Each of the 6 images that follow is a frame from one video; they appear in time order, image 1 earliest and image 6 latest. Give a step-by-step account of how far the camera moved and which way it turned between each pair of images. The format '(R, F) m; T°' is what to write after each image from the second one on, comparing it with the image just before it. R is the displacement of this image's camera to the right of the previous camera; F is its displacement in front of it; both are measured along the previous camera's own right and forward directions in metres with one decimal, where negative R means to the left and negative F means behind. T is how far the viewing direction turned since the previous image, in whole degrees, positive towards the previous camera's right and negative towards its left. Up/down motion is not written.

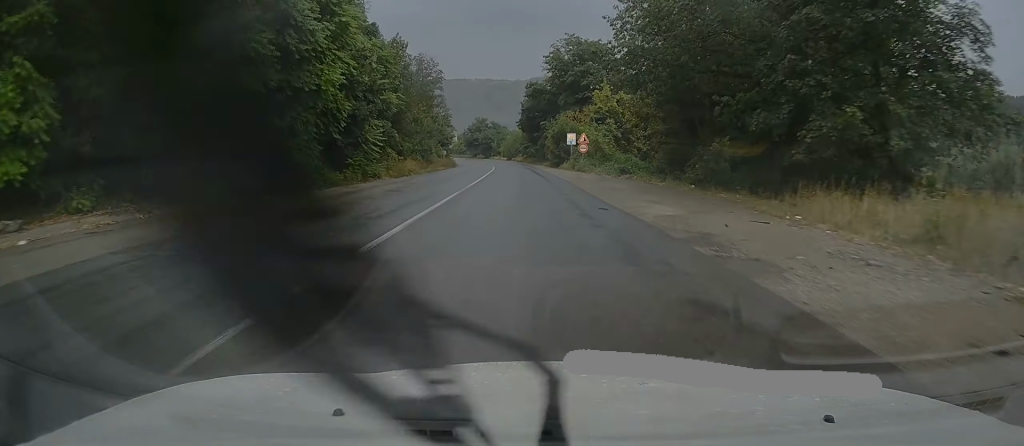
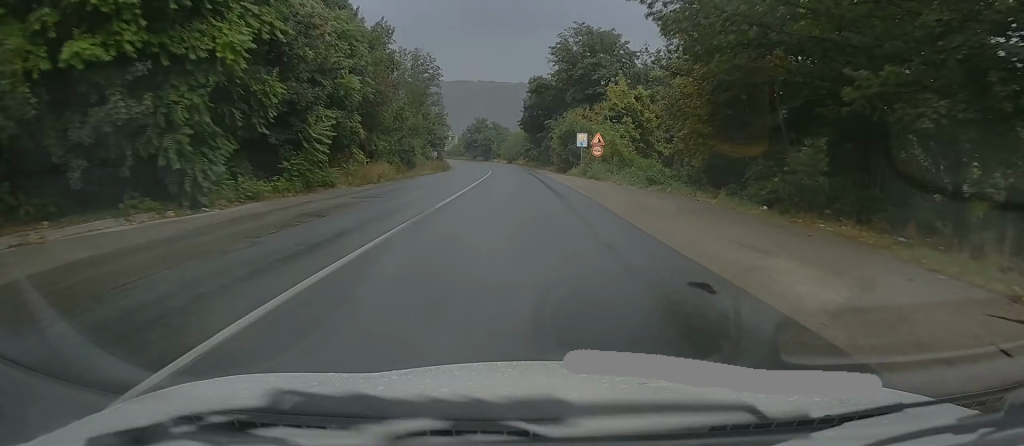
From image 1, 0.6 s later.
(+0.1, +8.3) m; 0°
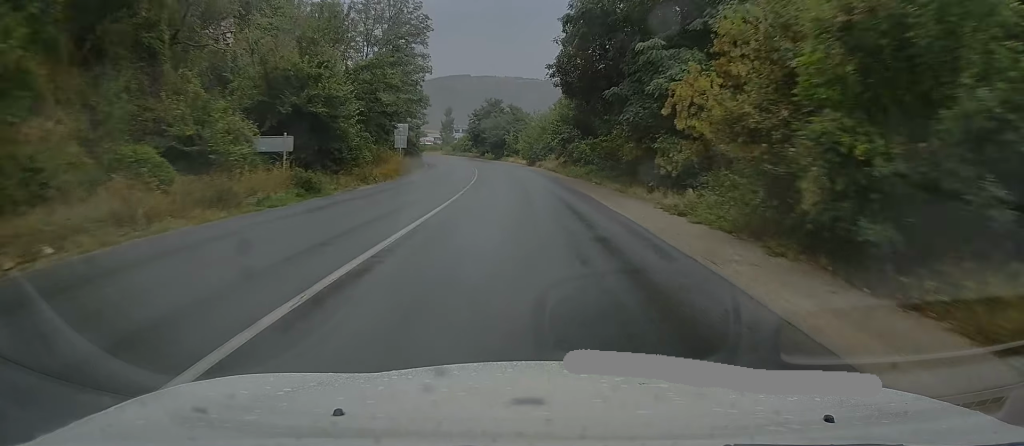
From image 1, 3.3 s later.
(-0.3, +41.6) m; -2°
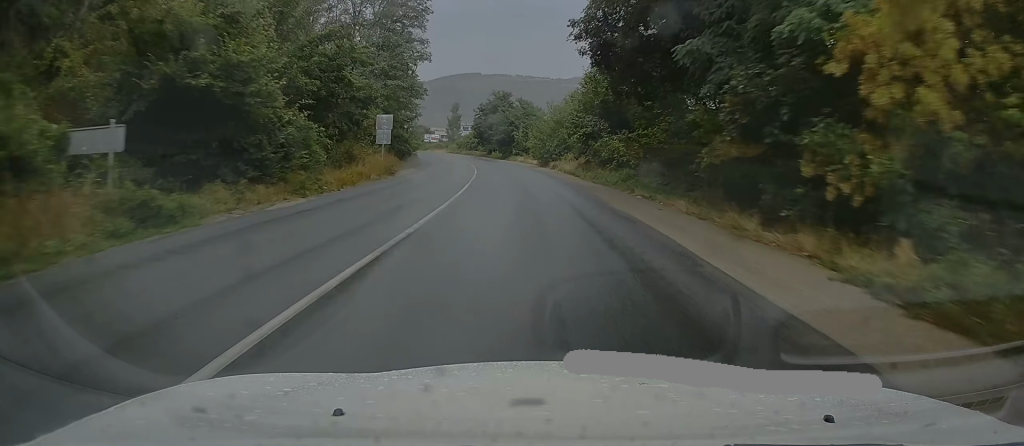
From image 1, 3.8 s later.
(-0.1, +9.1) m; -1°
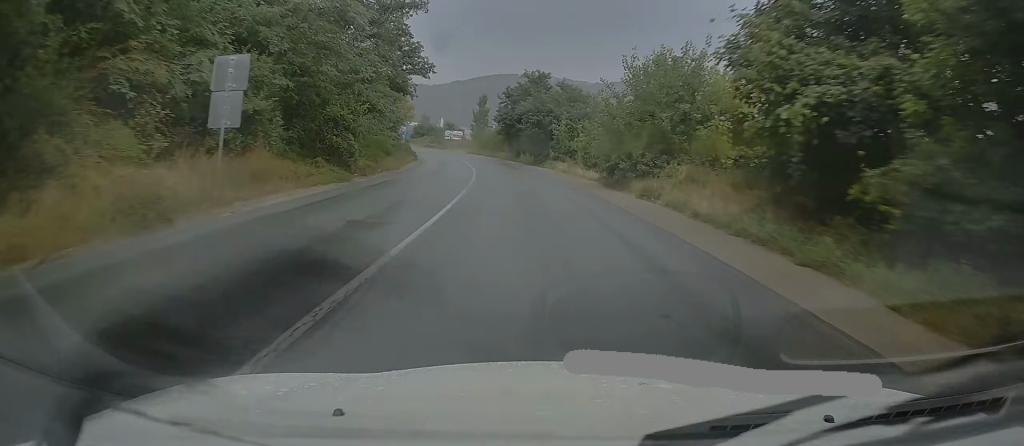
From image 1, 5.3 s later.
(-0.8, +24.8) m; -3°
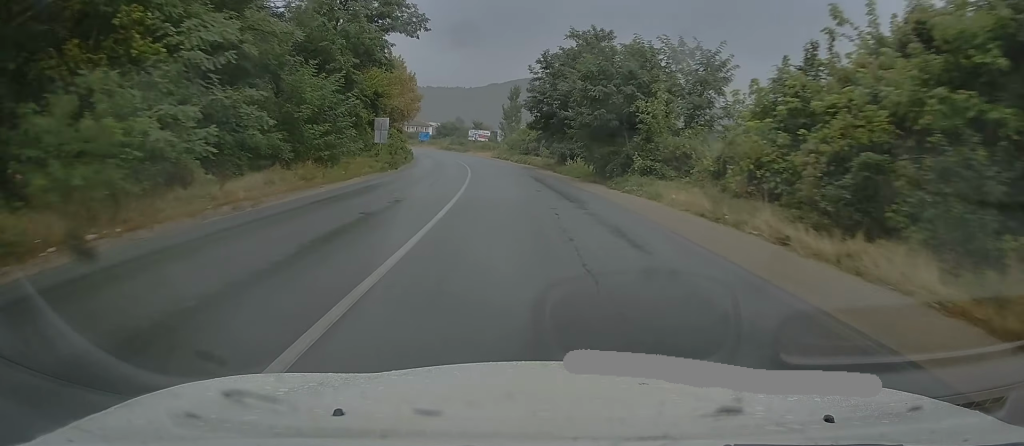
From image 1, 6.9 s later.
(-0.3, +25.7) m; -2°
